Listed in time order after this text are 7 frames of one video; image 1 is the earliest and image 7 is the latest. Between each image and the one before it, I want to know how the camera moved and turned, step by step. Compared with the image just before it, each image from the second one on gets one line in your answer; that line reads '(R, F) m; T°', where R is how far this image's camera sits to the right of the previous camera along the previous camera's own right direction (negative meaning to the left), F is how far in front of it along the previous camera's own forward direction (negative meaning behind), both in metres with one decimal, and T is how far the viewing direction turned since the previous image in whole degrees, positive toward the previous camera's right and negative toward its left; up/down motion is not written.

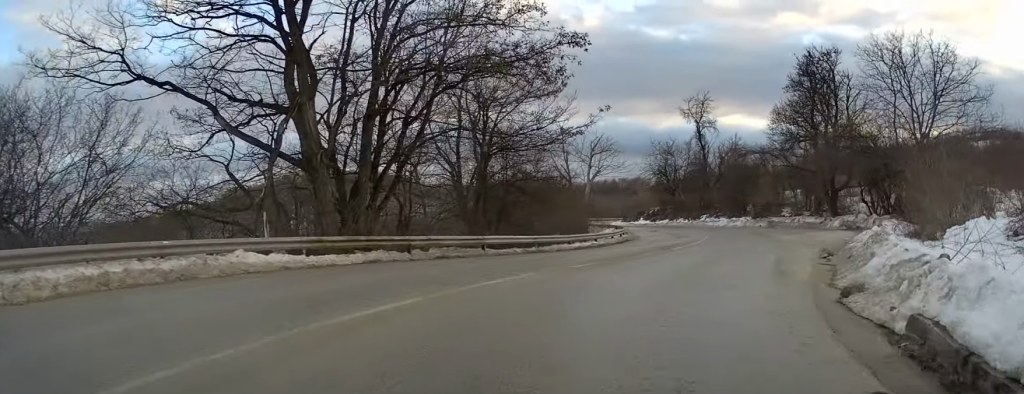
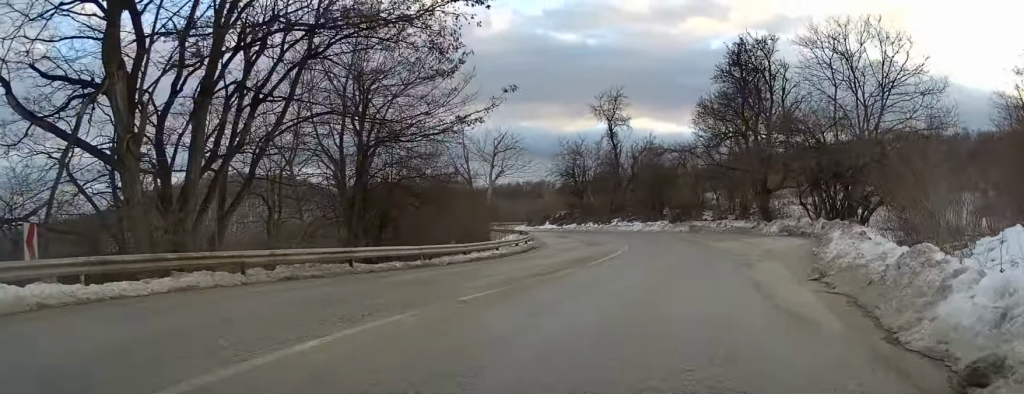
(+0.1, +4.8) m; +8°
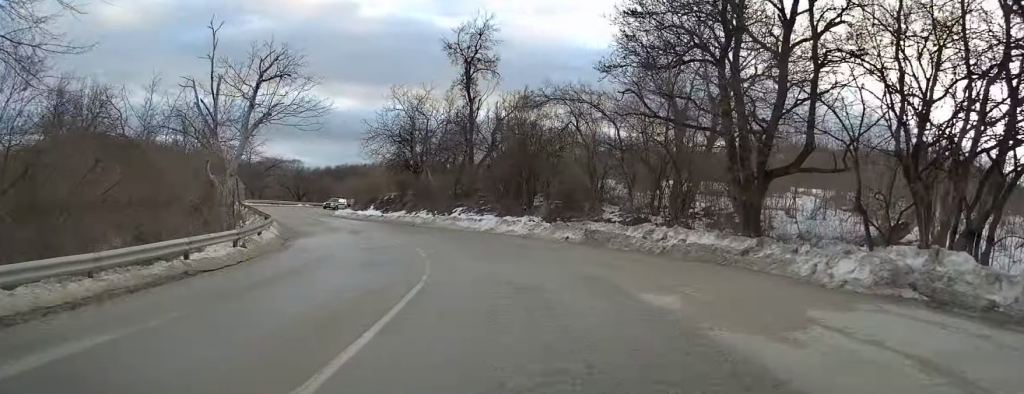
(+3.4, +21.3) m; +9°
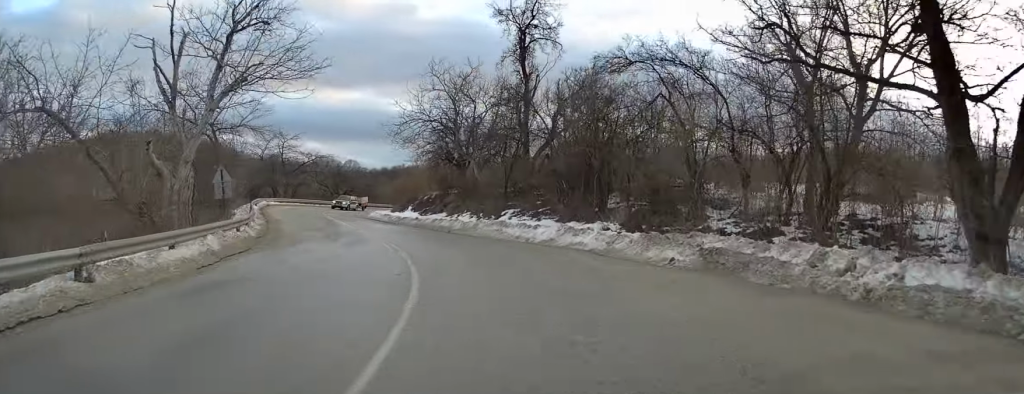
(-0.1, +8.7) m; -4°
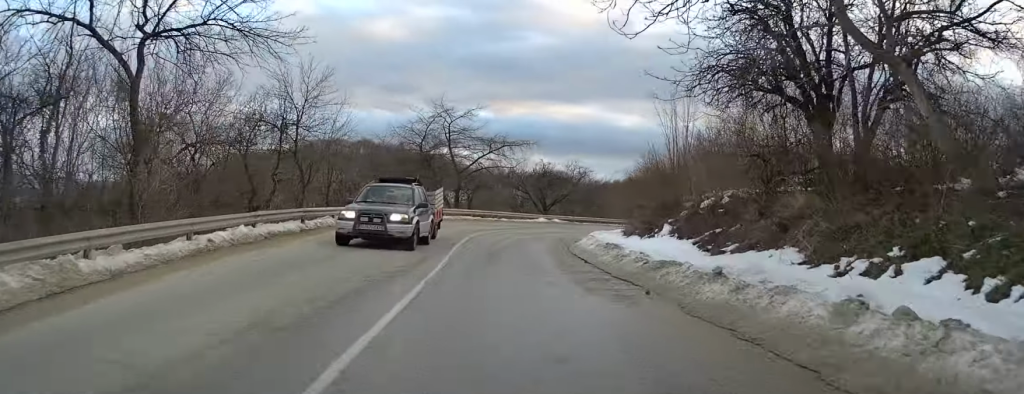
(-4.2, +27.4) m; -14°
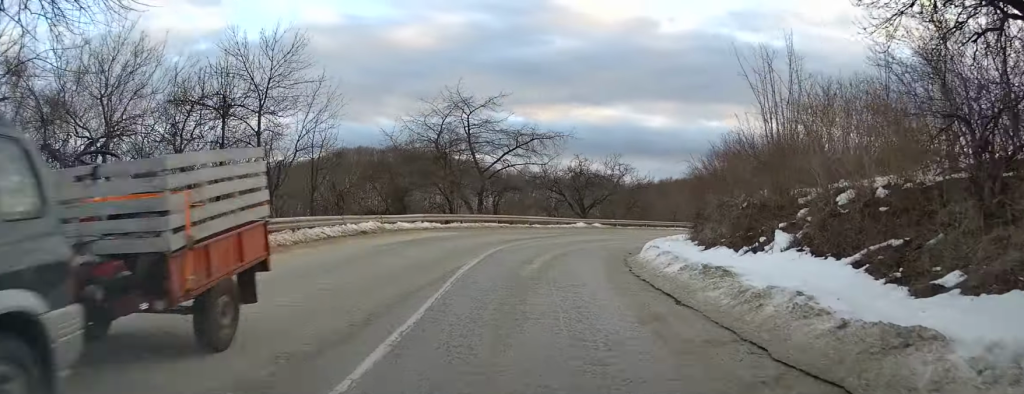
(-0.2, +7.4) m; -1°
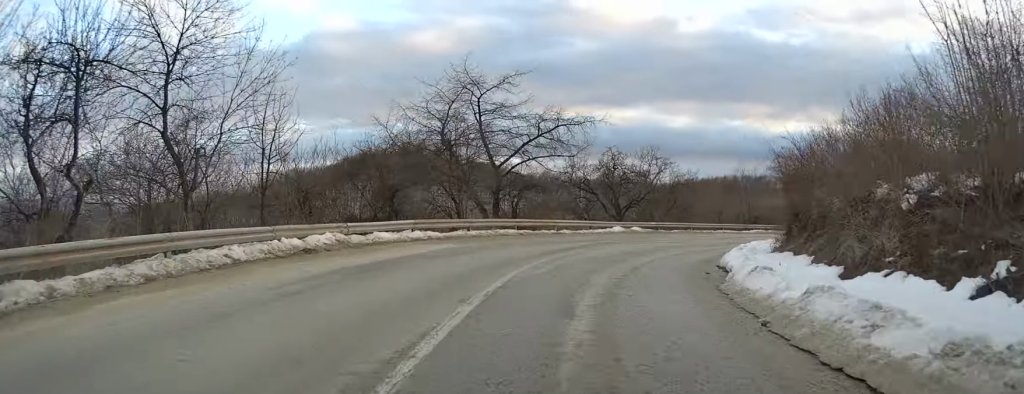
(-0.1, +7.5) m; +1°
